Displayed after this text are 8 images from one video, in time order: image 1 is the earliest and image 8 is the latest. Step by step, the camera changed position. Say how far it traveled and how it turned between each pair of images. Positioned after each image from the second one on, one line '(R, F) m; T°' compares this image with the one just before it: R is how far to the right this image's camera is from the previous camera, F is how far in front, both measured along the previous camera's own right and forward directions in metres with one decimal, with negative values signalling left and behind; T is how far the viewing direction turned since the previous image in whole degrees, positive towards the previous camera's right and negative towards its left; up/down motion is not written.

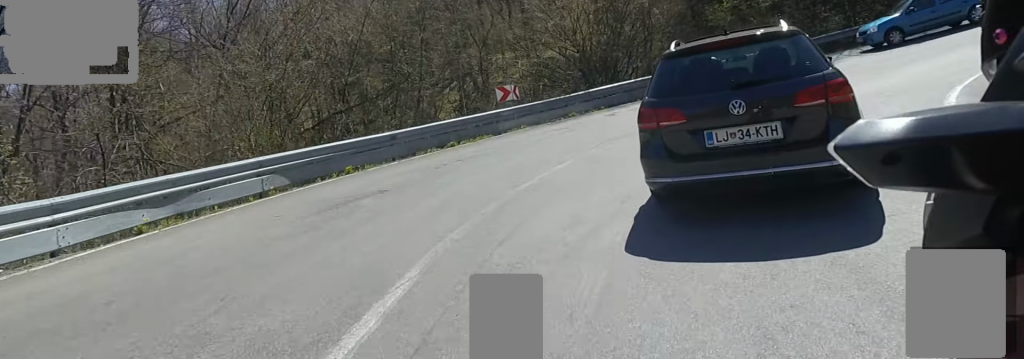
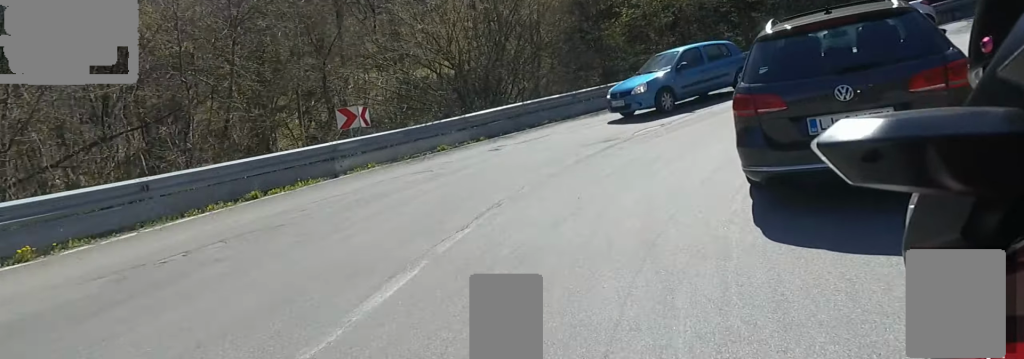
(+0.8, +4.4) m; +14°
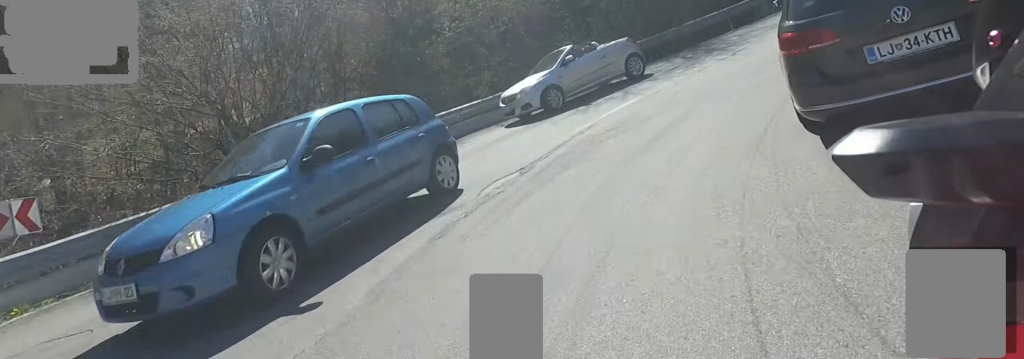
(-0.1, +3.5) m; +11°
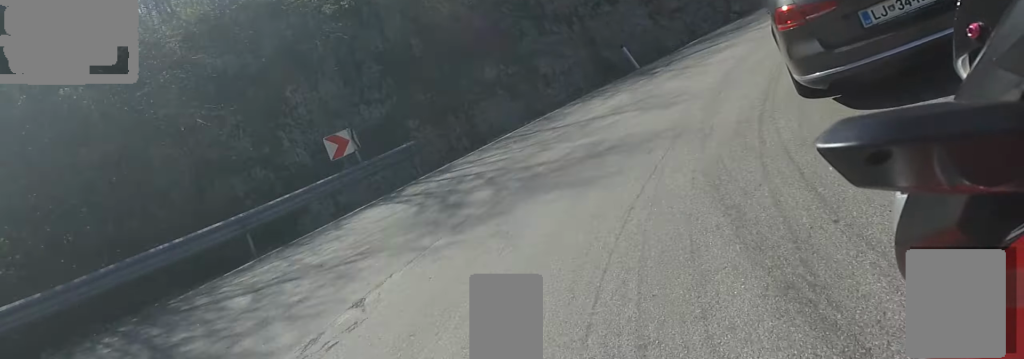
(+3.6, +6.0) m; +61°
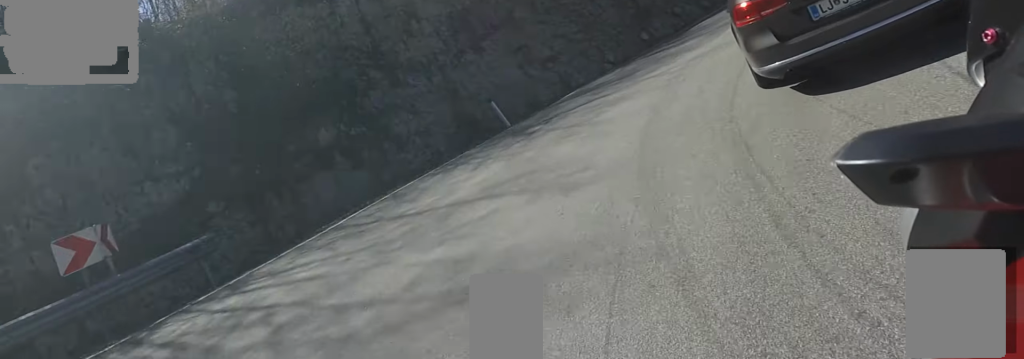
(+0.1, +2.4) m; +17°
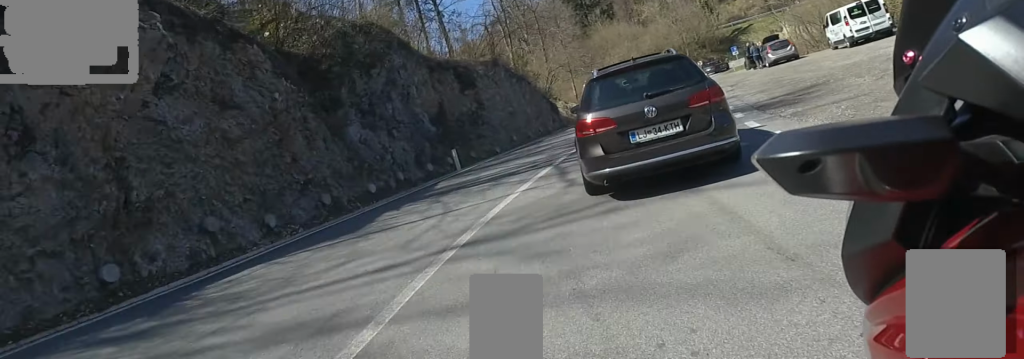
(+3.0, +8.3) m; +30°
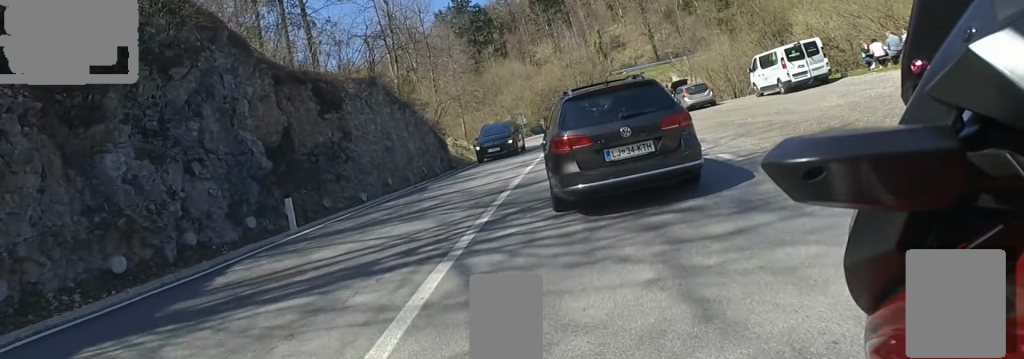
(+0.4, +5.2) m; +12°
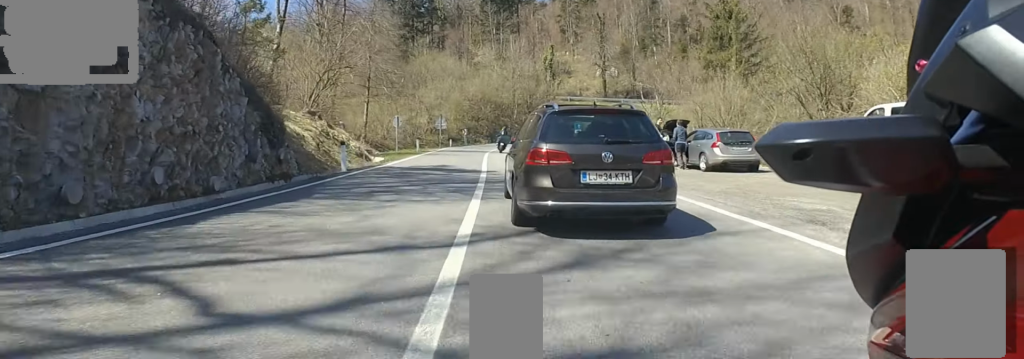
(+1.9, +12.0) m; +9°
